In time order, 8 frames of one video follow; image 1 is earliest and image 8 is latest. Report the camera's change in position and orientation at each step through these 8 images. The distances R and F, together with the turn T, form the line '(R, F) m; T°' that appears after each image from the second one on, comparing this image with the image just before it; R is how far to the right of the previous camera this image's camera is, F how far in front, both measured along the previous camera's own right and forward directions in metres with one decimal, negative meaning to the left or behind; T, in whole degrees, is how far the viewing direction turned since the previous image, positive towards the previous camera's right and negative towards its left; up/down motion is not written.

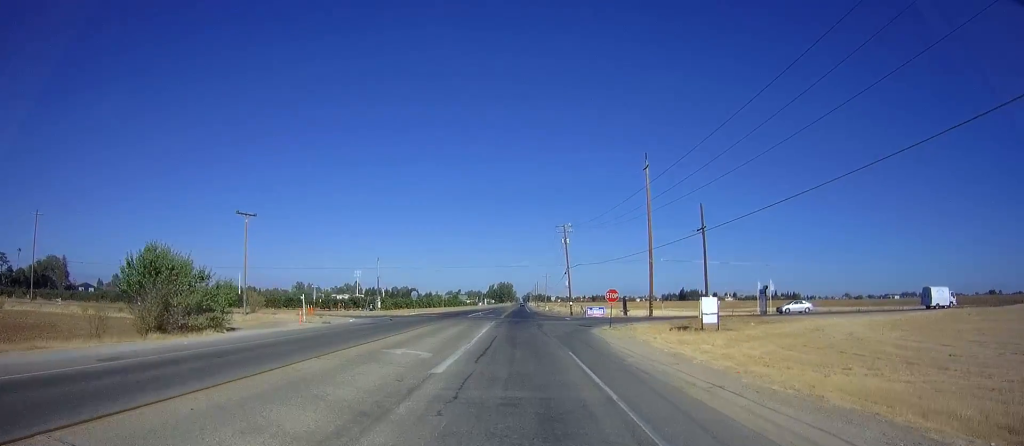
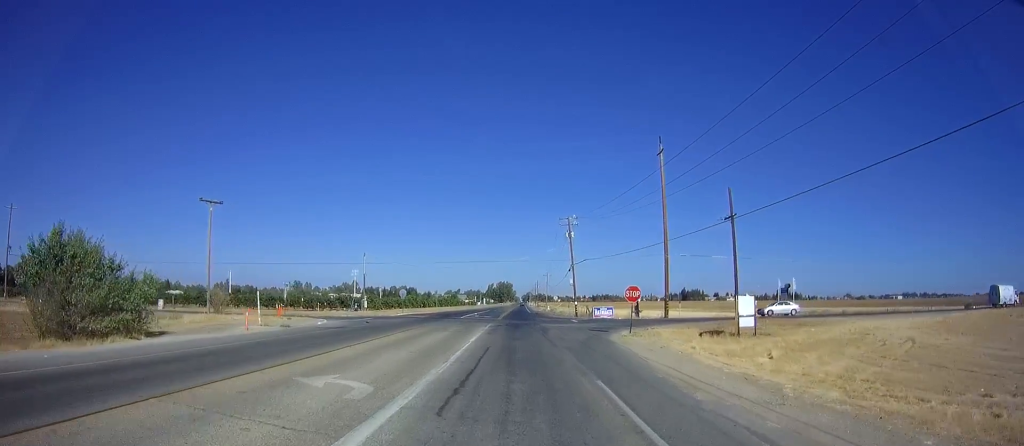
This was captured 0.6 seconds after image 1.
(0.0, +7.0) m; 0°
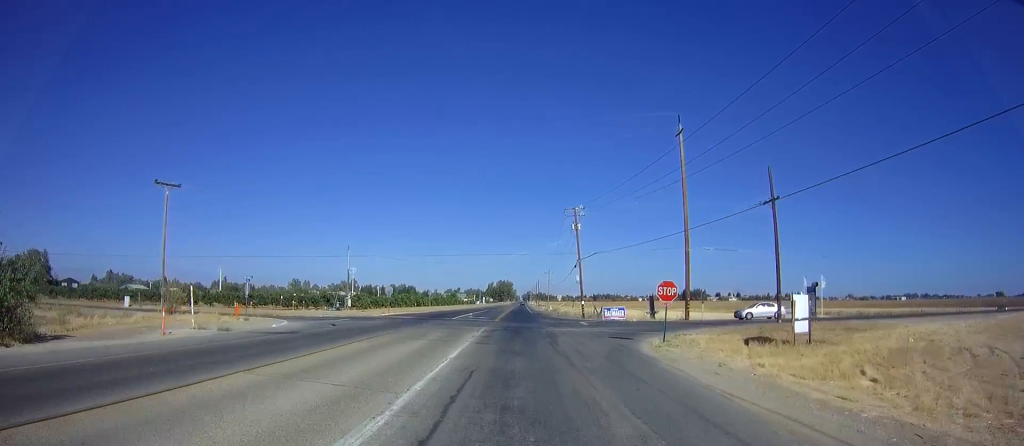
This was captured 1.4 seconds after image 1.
(0.0, +7.8) m; 0°
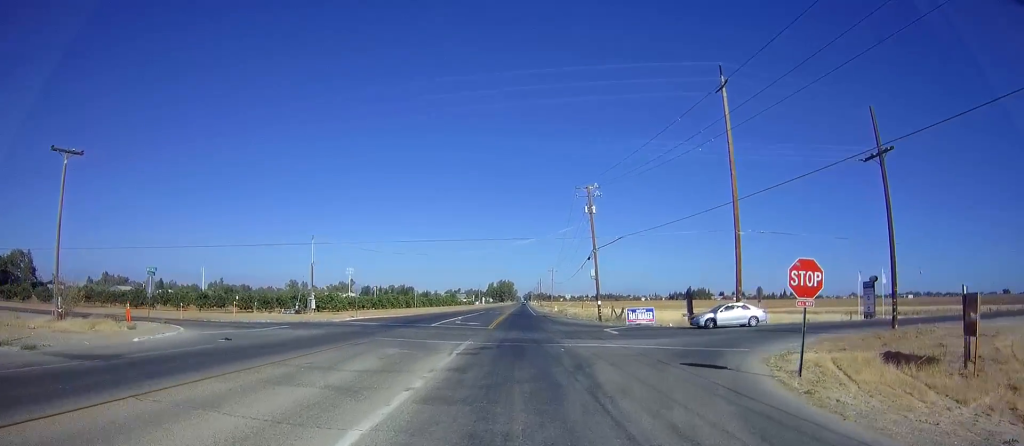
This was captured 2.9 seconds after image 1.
(0.0, +13.5) m; 0°
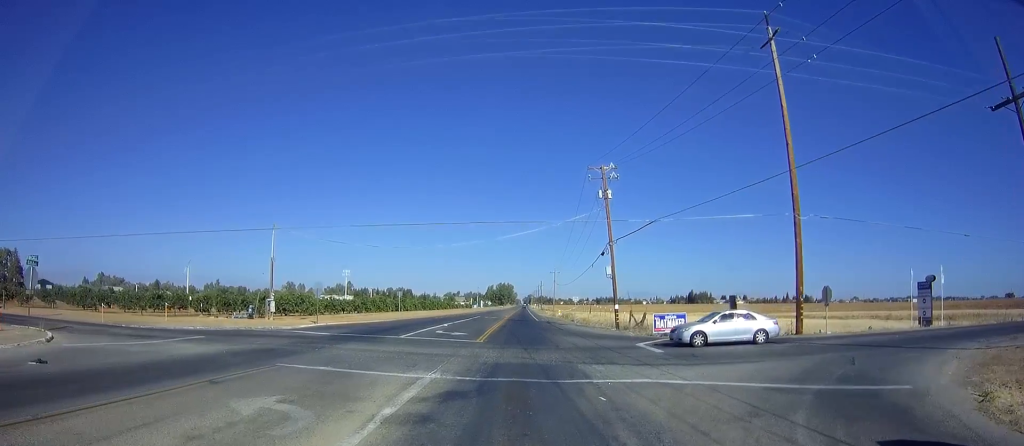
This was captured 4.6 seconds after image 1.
(0.0, +9.4) m; 0°
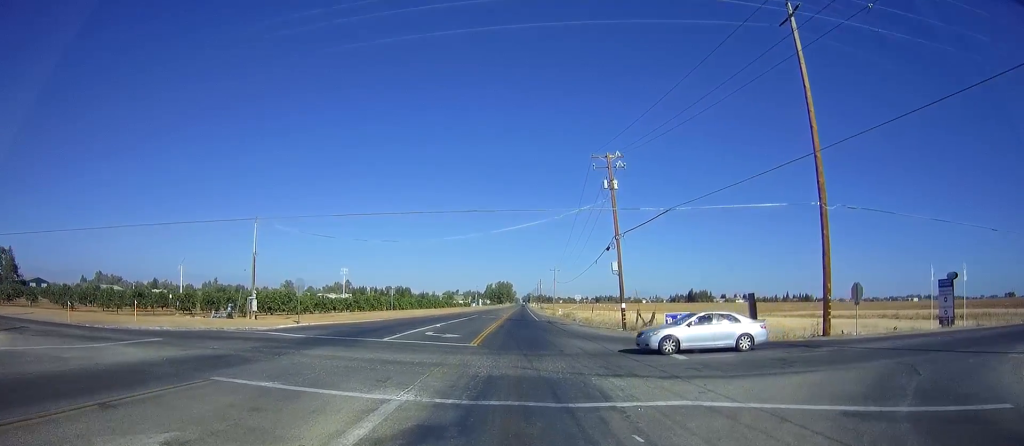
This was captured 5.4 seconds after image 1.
(0.0, +3.2) m; +1°
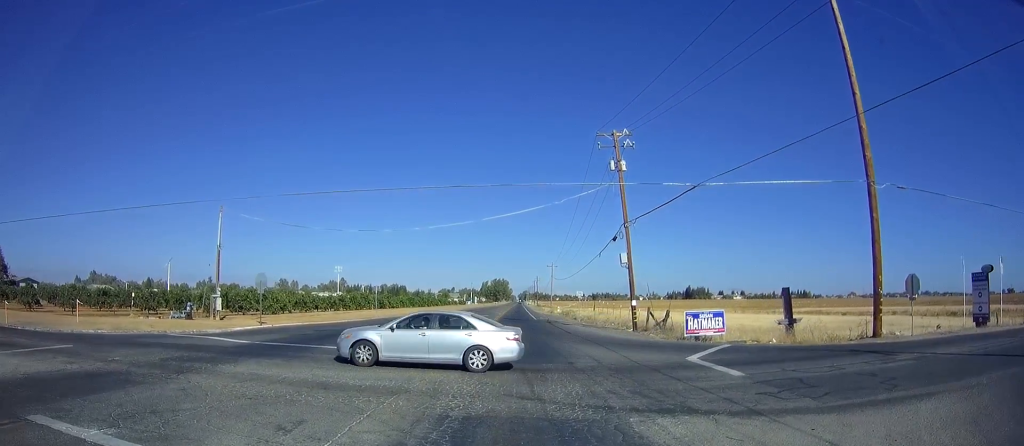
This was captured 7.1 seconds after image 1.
(+0.3, +5.4) m; +4°
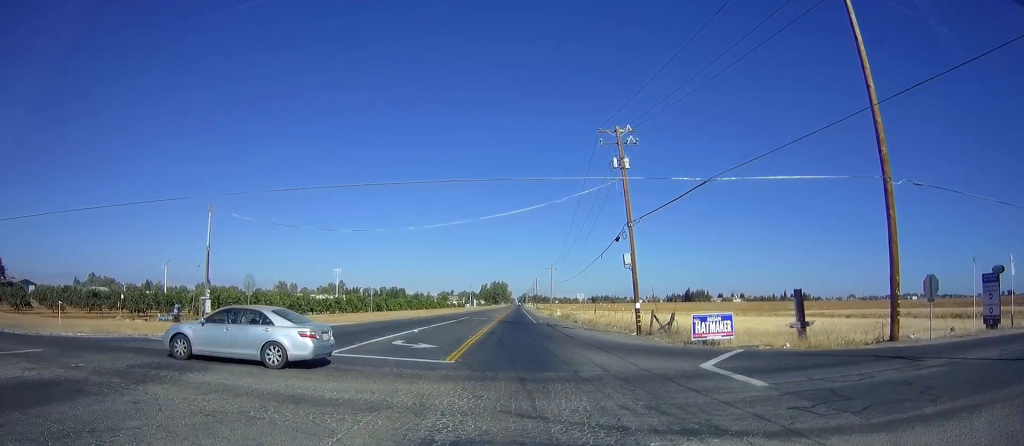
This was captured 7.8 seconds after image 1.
(-0.1, +1.5) m; -3°
